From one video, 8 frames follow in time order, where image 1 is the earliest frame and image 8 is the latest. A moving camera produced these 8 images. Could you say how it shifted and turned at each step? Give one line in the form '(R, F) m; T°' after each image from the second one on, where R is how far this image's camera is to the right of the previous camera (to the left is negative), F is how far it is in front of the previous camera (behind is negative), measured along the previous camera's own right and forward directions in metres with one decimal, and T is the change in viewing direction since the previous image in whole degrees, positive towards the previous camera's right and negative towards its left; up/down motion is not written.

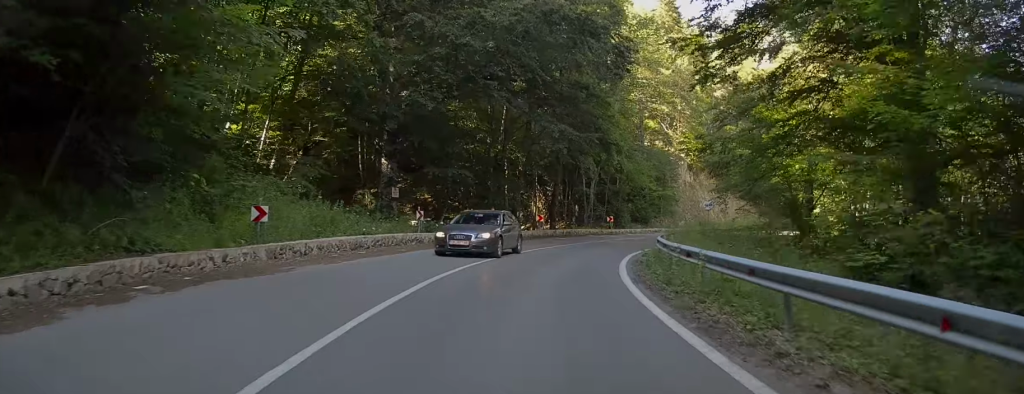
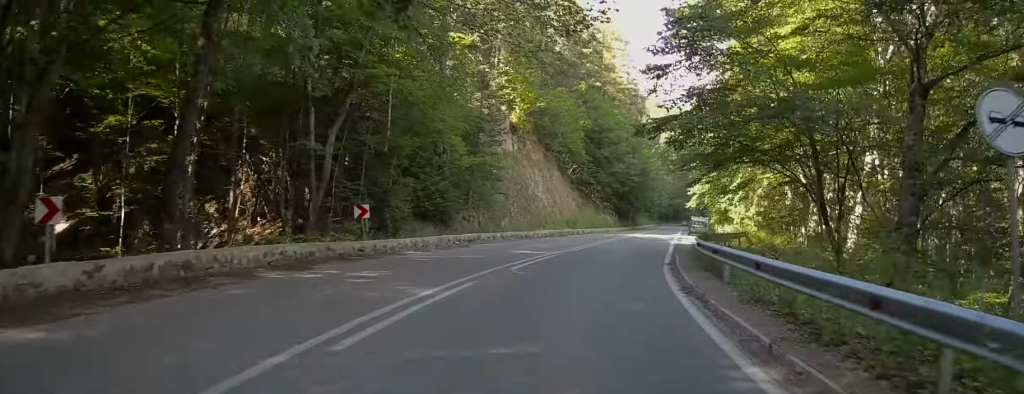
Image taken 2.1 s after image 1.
(+4.1, +31.0) m; +16°
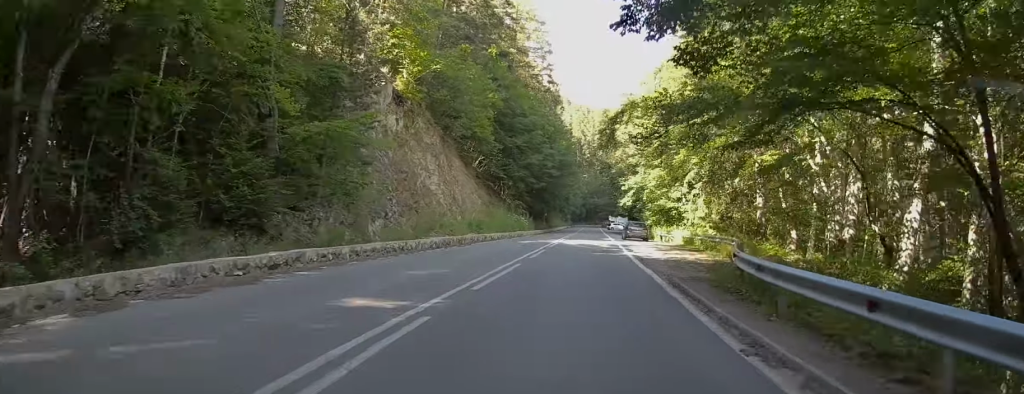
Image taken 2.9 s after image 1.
(+0.5, +12.2) m; +4°
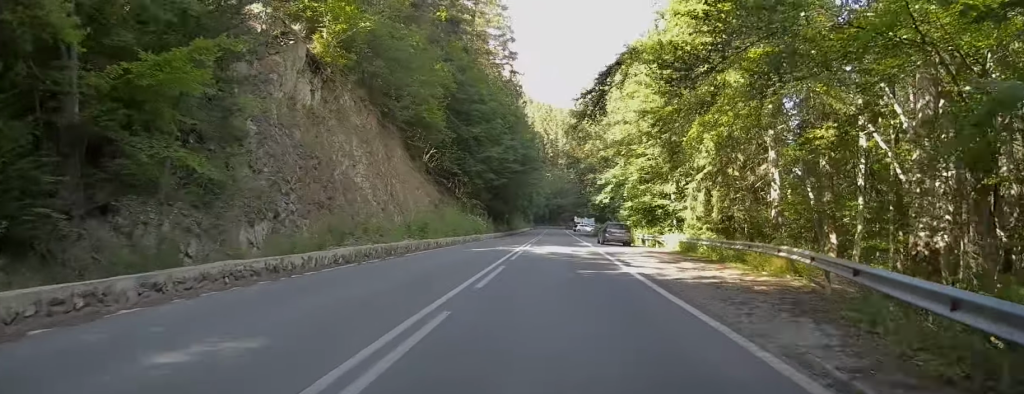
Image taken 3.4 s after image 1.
(+0.2, +8.2) m; +3°
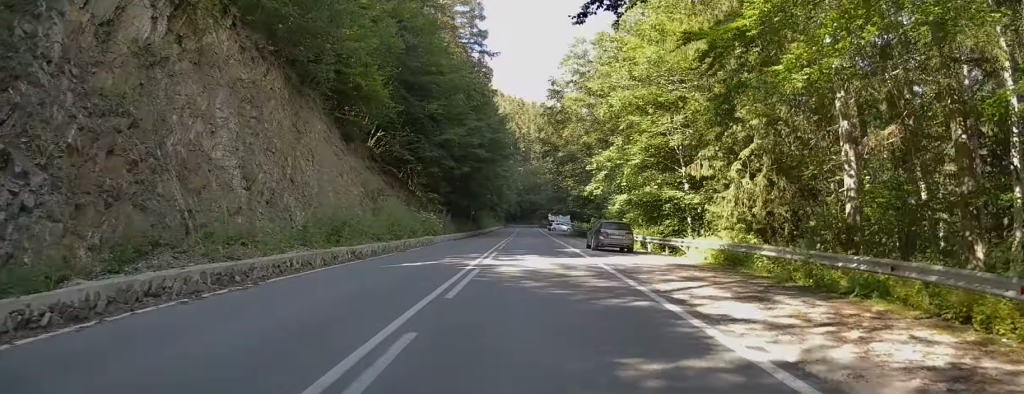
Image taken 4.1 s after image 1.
(+0.1, +10.3) m; +3°
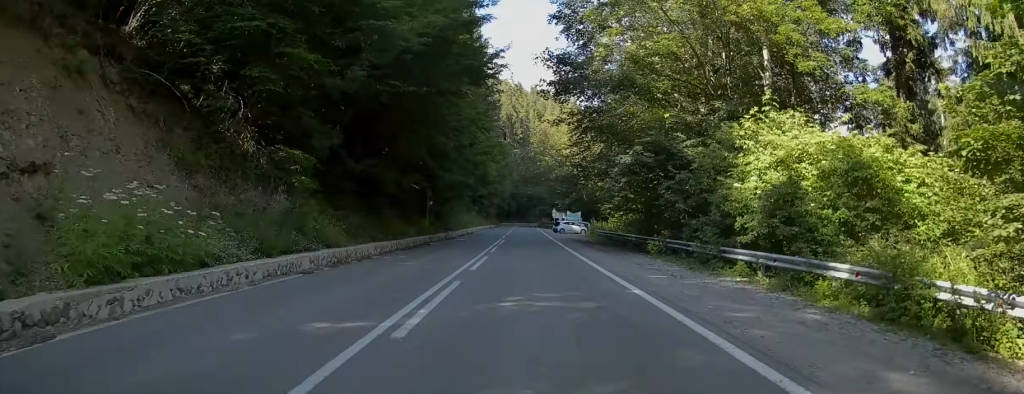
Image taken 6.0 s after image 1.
(+1.2, +29.3) m; +2°
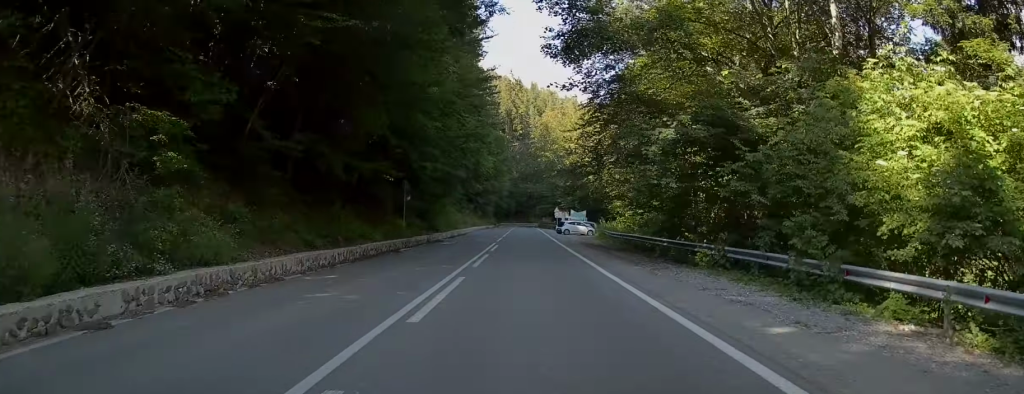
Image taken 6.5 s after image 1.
(0.0, +7.7) m; 0°
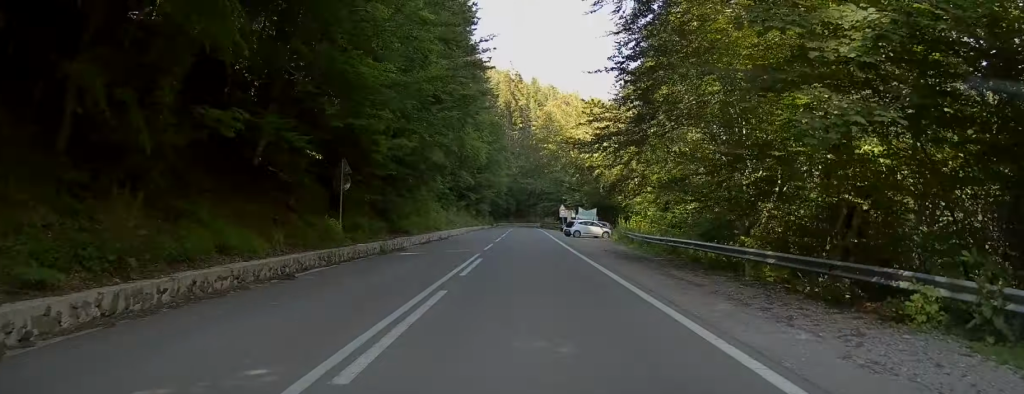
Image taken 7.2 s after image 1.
(0.0, +11.4) m; +1°
